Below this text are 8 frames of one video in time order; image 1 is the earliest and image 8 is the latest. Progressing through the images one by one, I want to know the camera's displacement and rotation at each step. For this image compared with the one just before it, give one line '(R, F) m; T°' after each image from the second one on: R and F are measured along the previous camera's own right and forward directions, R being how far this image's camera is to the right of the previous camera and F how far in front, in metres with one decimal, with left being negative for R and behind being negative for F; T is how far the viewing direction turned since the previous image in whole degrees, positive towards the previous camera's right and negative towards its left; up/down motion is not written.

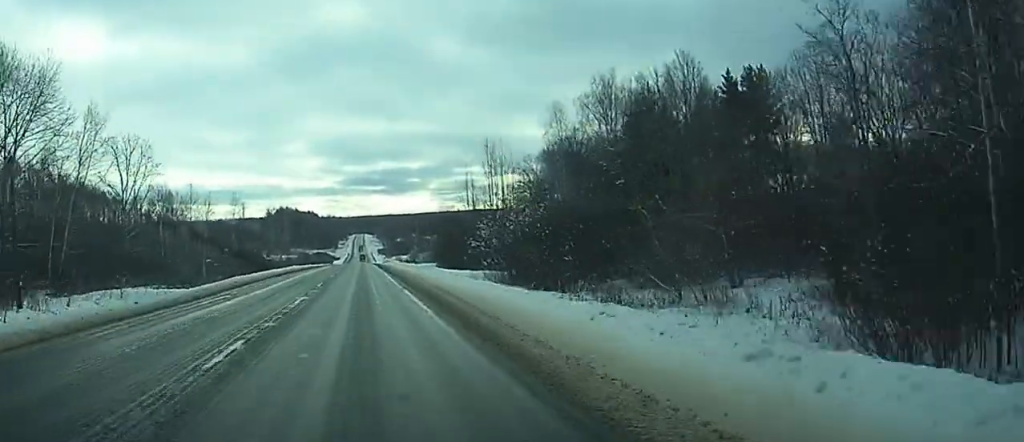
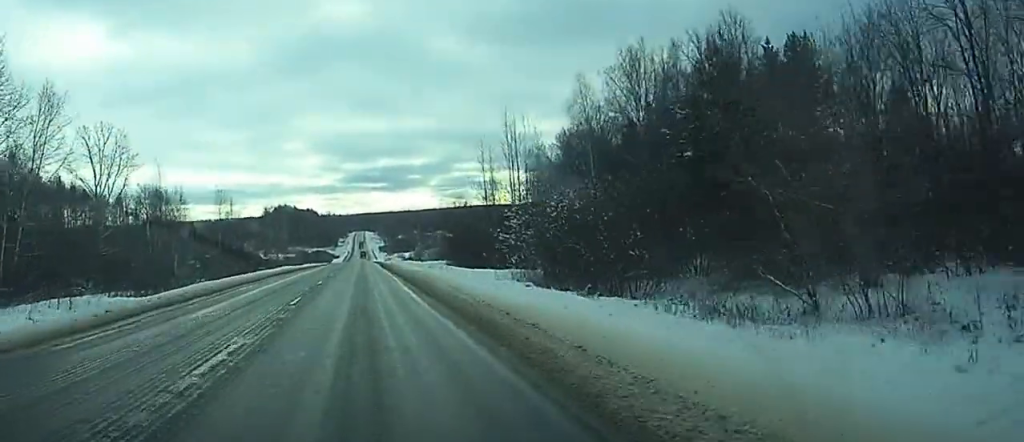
(-0.4, +10.3) m; 0°
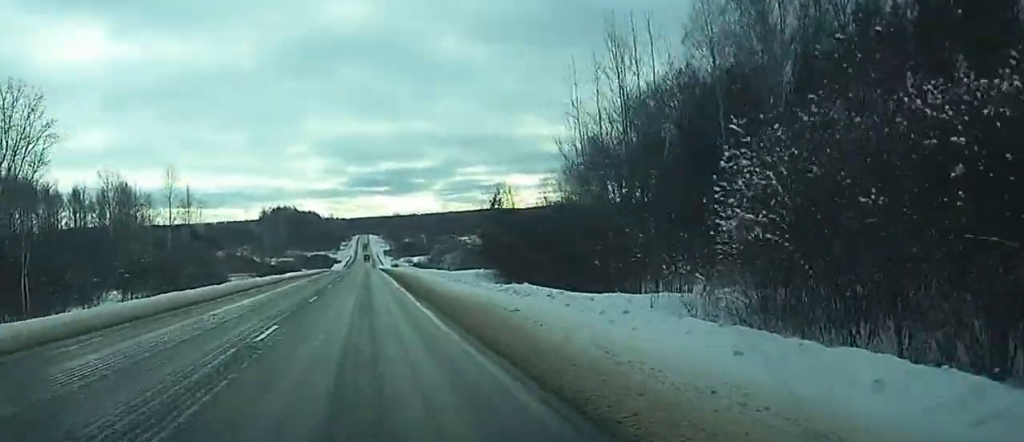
(-0.2, +31.6) m; 0°
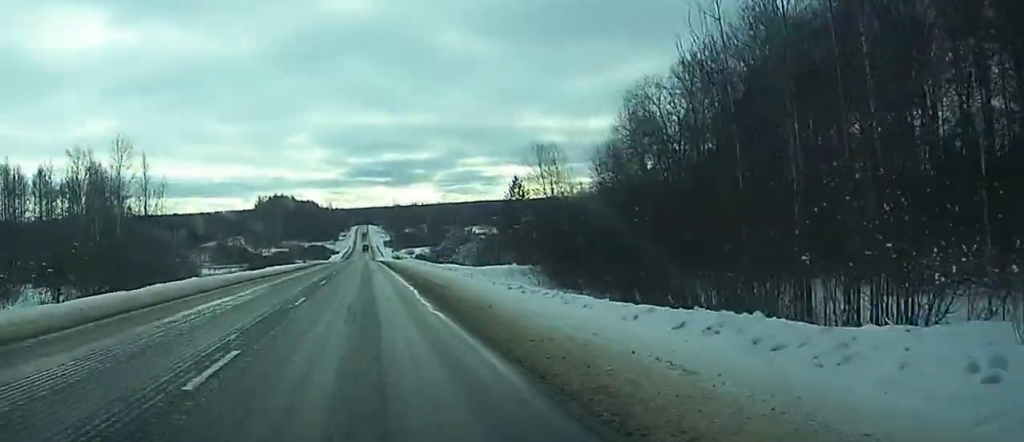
(+0.1, +19.6) m; 0°
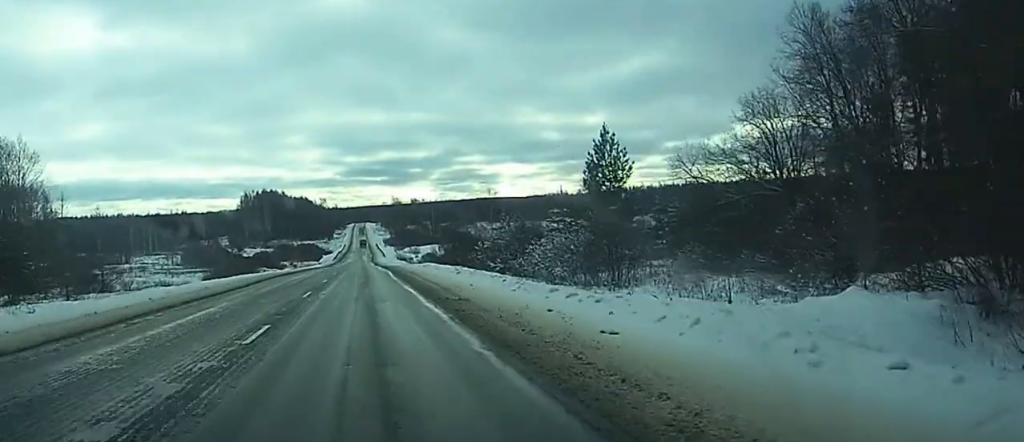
(0.0, +48.1) m; 0°
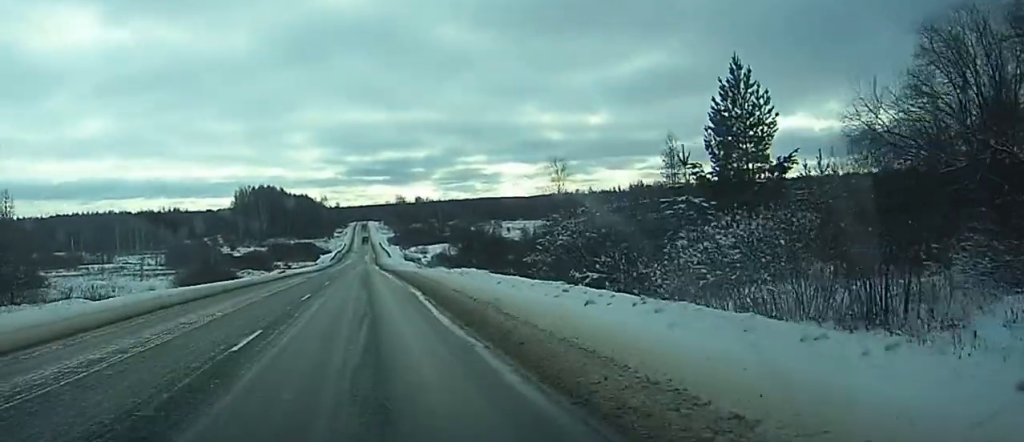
(0.0, +26.4) m; 0°
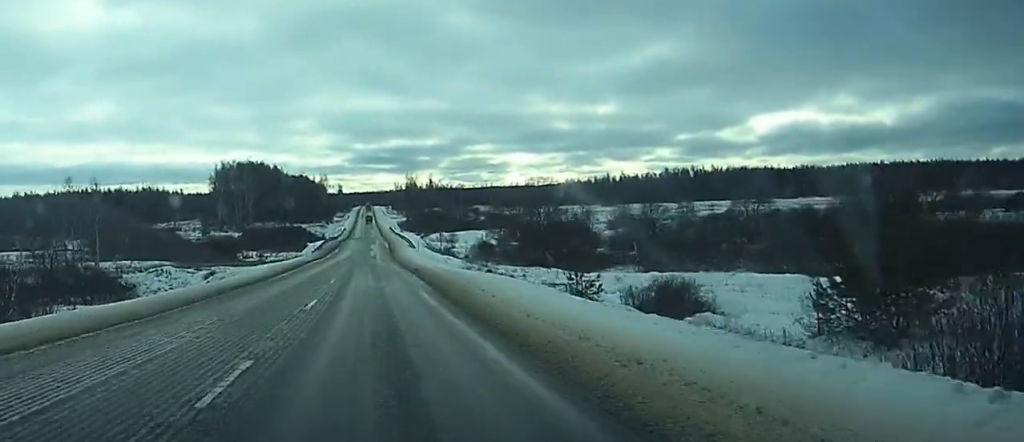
(-0.3, +65.3) m; 0°
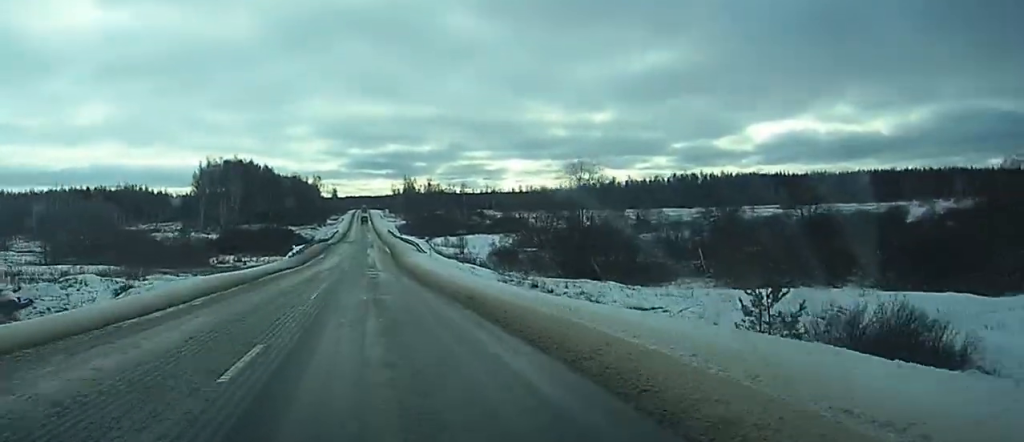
(0.0, +23.1) m; +1°
